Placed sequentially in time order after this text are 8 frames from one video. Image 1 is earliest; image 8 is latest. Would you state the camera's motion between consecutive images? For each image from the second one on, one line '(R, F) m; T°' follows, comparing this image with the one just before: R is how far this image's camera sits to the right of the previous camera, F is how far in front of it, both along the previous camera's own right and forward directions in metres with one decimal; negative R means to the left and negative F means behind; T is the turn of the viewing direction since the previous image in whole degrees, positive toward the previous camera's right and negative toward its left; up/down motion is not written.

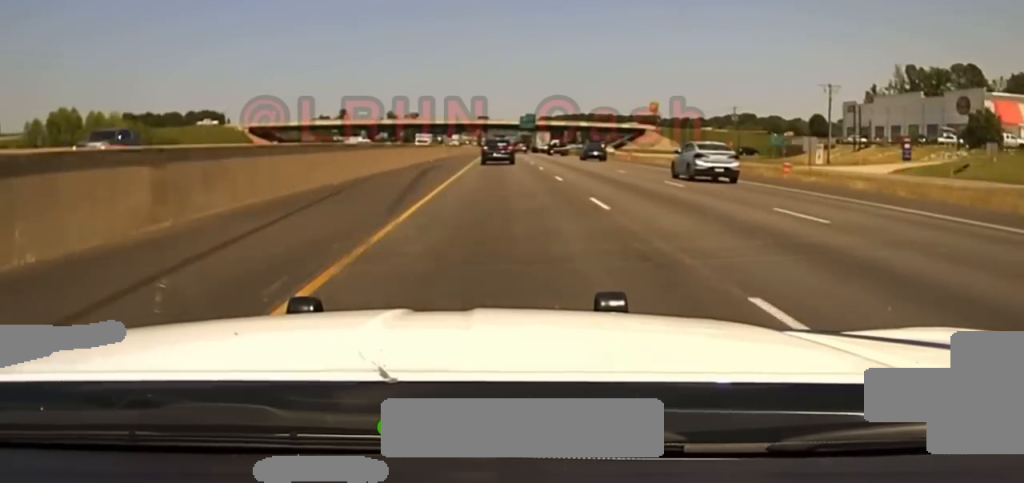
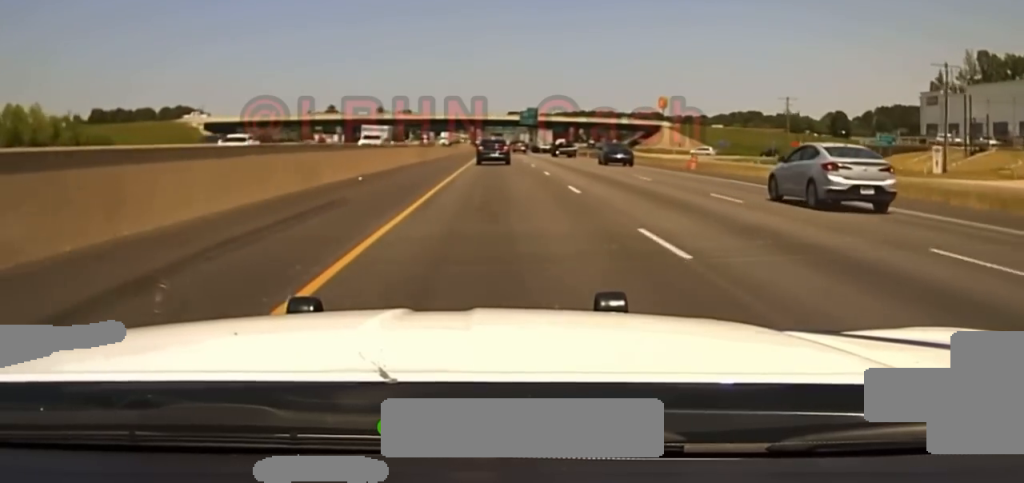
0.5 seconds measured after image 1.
(-0.1, +29.6) m; 0°
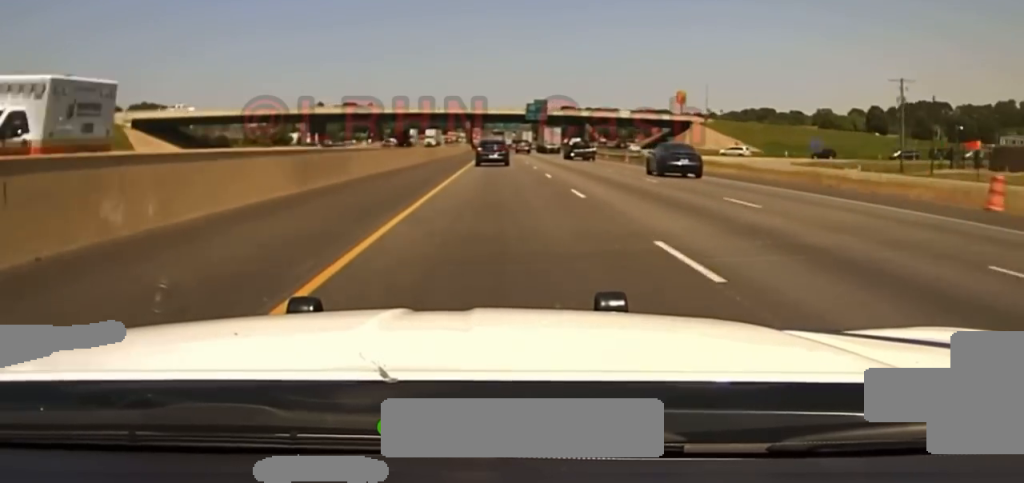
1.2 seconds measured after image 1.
(+0.5, +38.7) m; 0°
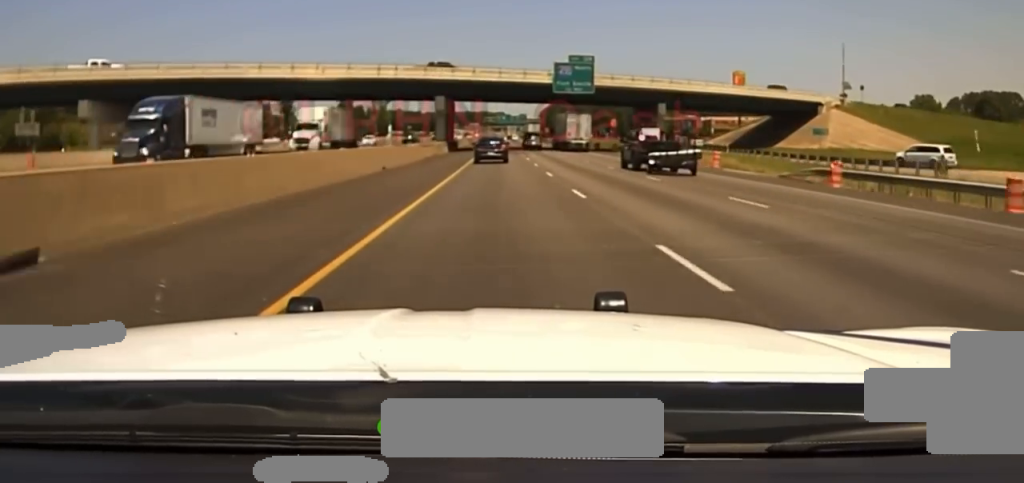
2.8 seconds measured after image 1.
(-0.5, +86.6) m; 0°
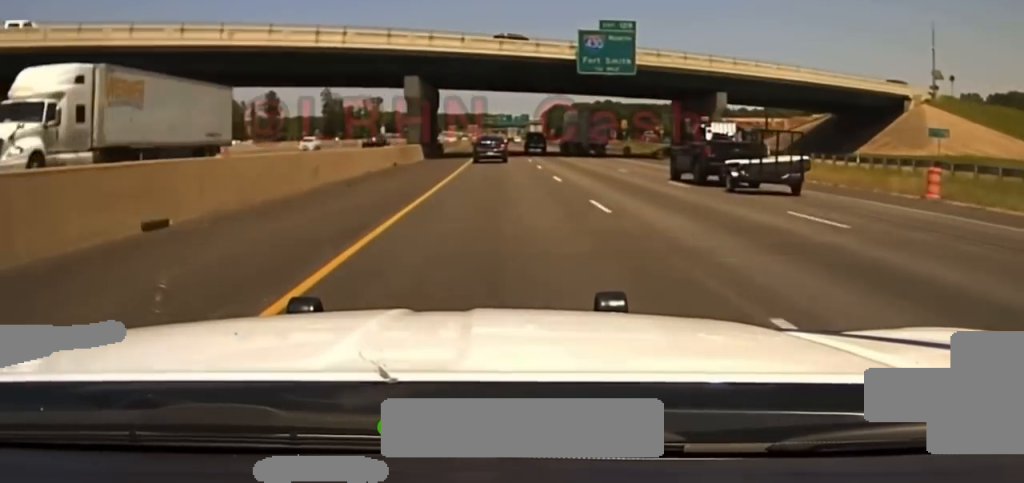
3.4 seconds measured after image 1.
(+0.2, +28.5) m; 0°
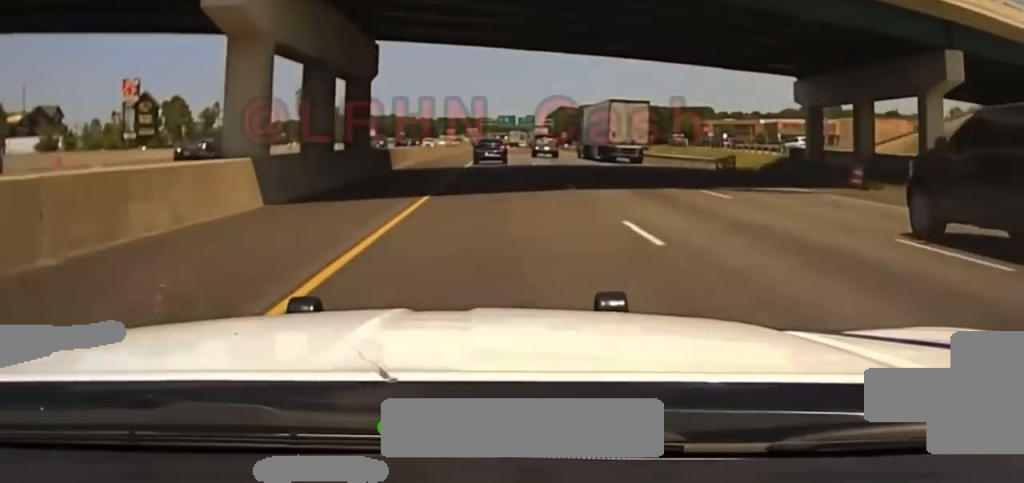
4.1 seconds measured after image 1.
(-0.3, +40.7) m; 0°
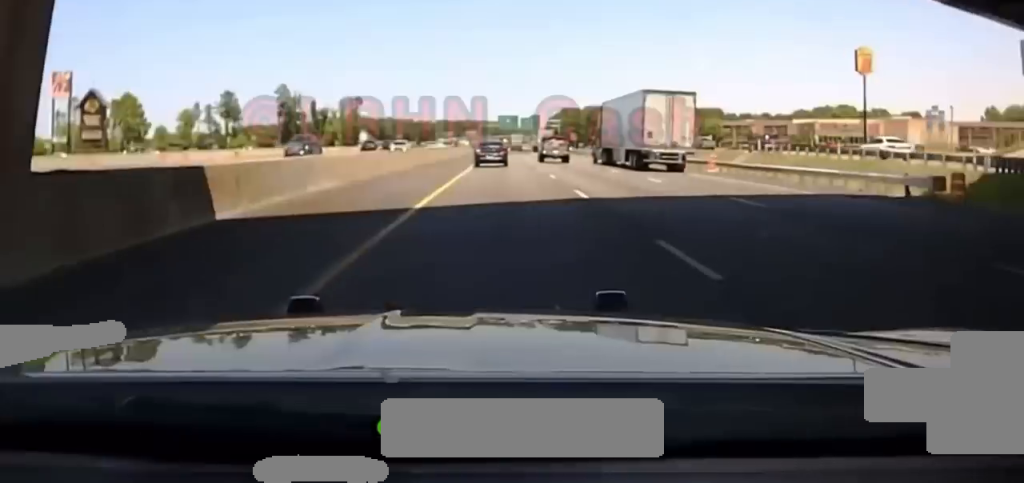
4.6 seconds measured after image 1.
(-0.1, +26.7) m; 0°
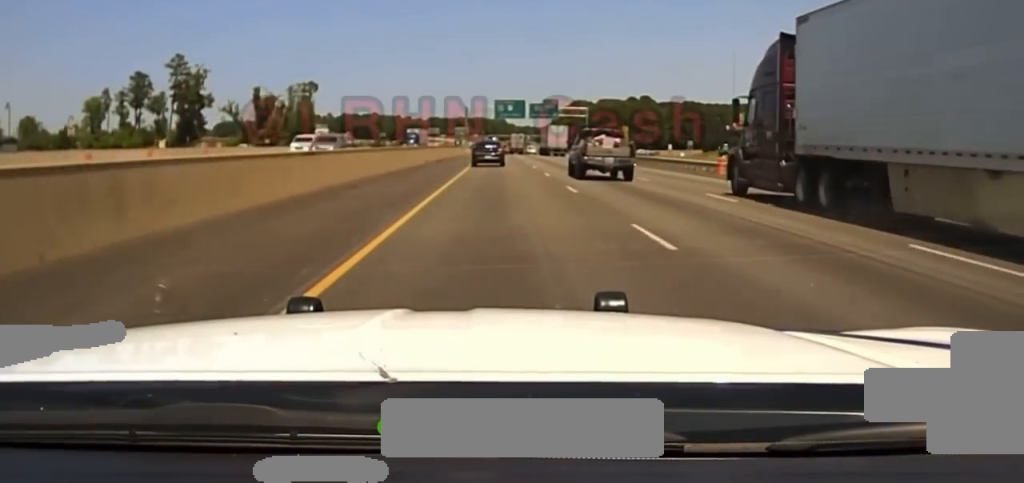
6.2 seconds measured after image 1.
(+0.4, +82.3) m; +1°
